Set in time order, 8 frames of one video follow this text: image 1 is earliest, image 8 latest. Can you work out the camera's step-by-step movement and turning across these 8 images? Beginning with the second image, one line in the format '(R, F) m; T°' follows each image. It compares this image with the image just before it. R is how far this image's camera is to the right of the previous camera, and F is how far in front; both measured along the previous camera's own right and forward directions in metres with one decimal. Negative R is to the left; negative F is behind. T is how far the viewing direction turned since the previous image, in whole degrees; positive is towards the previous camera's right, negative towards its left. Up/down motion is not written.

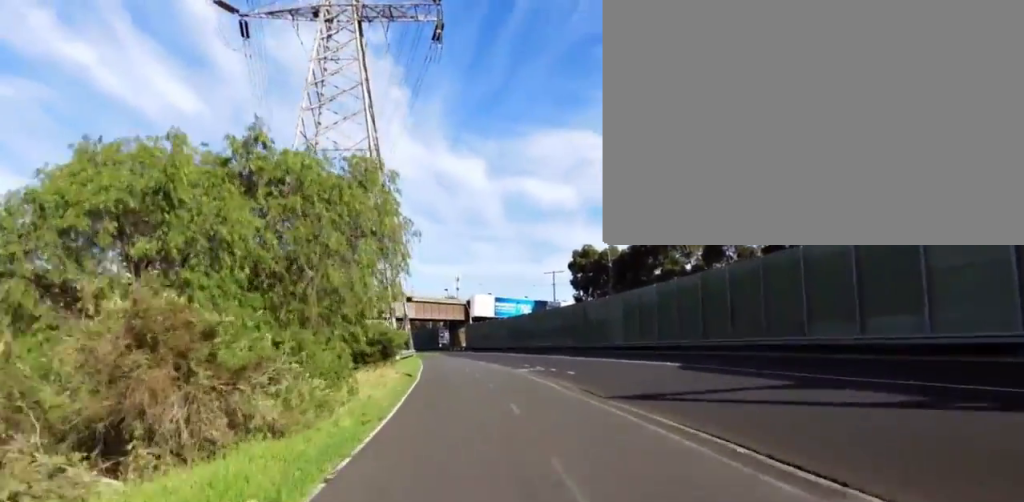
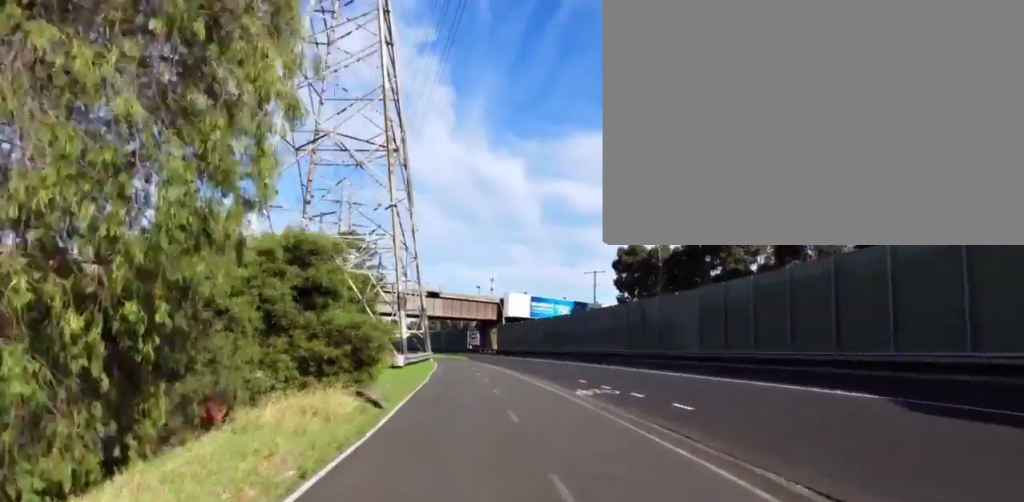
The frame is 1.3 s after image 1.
(+0.5, +9.7) m; +3°
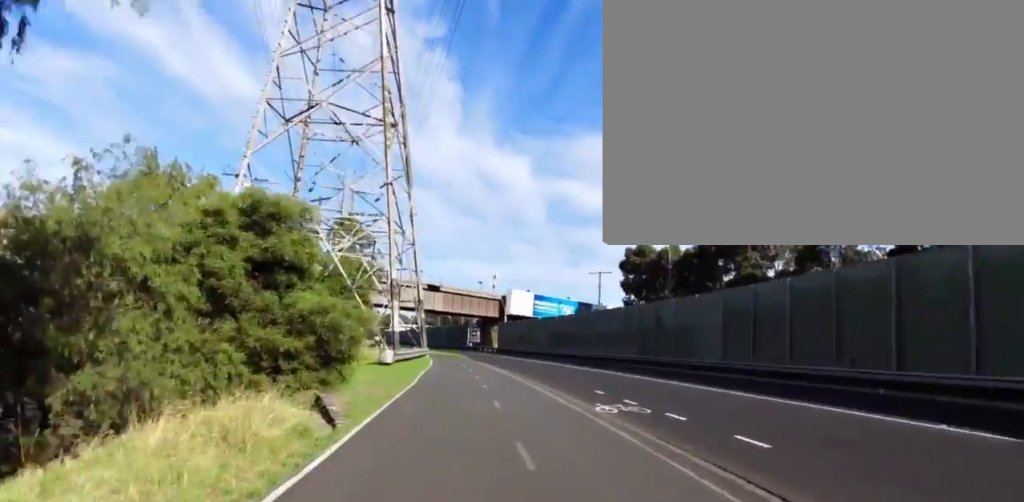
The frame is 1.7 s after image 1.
(-0.1, +3.0) m; 0°
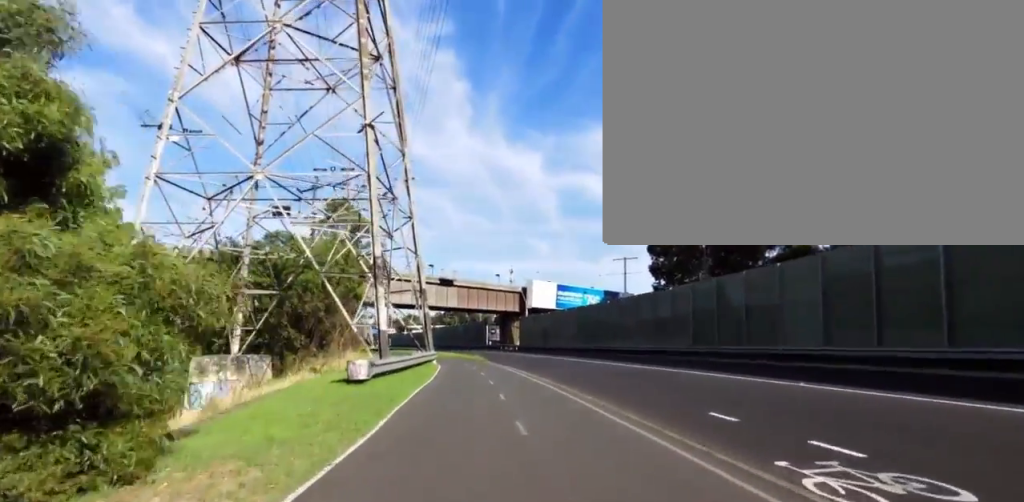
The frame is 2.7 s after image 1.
(+0.3, +8.0) m; -1°
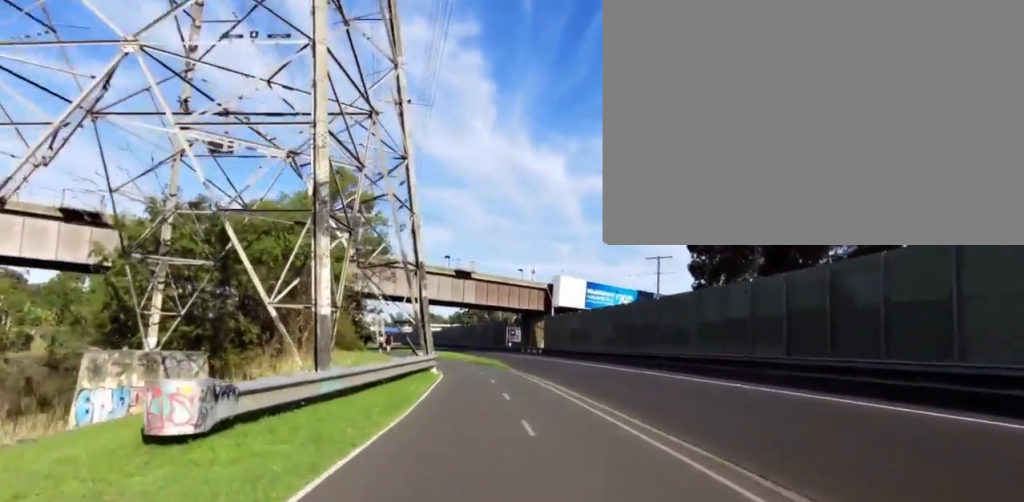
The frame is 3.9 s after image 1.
(-0.8, +8.8) m; -9°
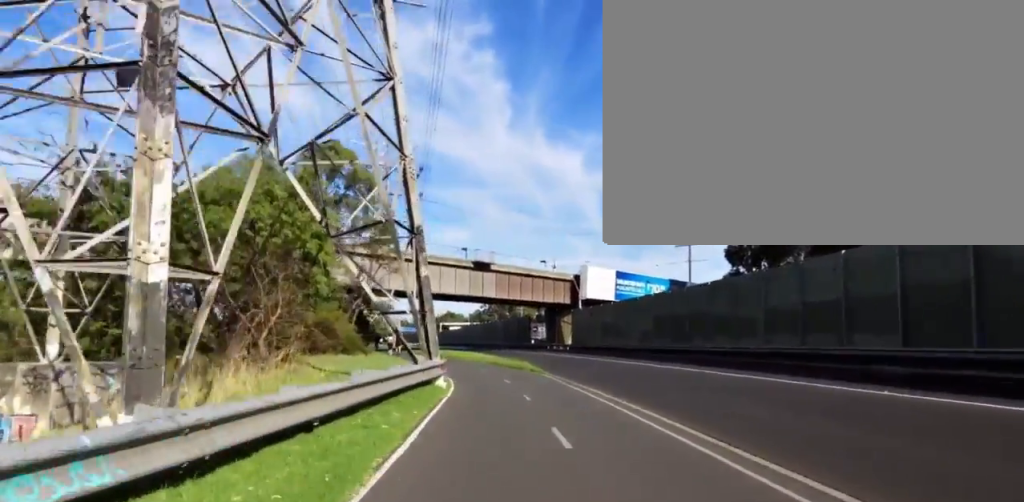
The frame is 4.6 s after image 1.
(-0.4, +5.9) m; -4°
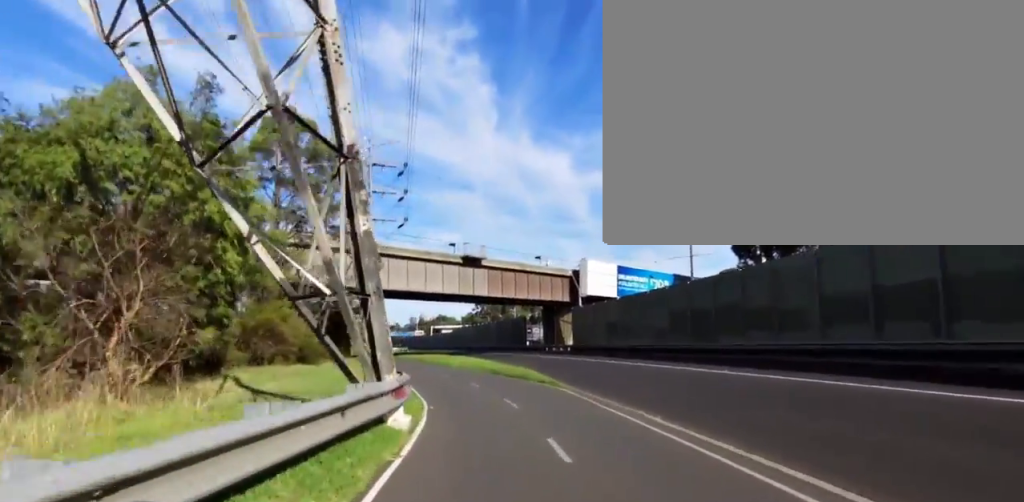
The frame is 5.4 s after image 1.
(0.0, +5.3) m; +3°
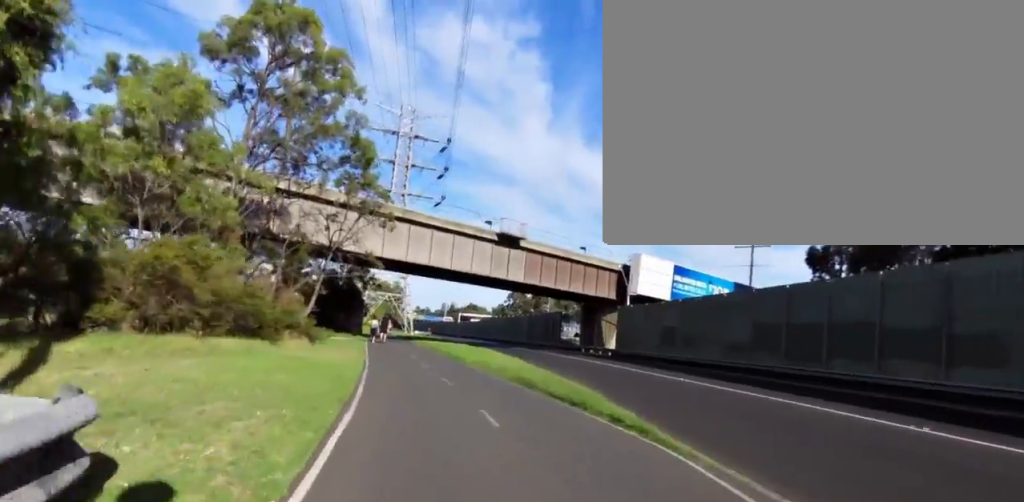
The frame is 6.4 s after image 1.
(+0.4, +7.3) m; +1°
